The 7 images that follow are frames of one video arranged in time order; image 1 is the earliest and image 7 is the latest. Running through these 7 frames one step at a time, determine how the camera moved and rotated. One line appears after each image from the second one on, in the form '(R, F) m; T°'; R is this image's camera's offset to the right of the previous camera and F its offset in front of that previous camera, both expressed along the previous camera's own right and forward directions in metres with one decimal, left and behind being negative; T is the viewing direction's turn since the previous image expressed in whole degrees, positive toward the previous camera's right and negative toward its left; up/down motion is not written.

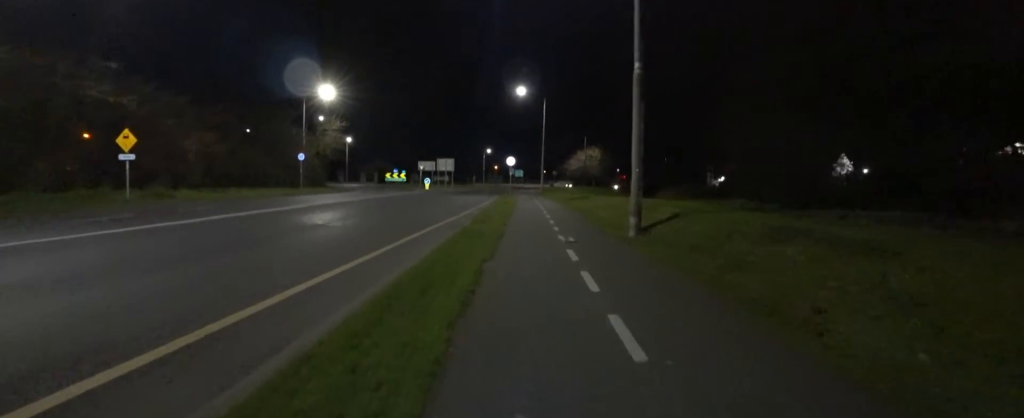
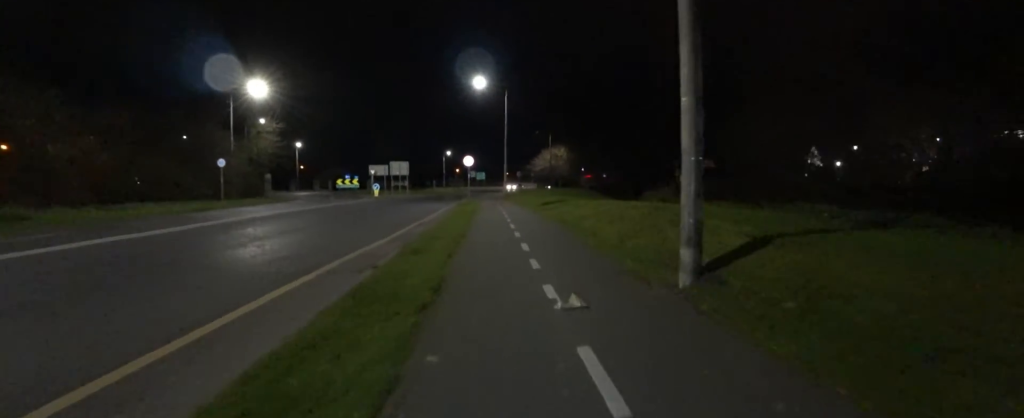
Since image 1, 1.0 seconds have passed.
(0.0, +4.0) m; -1°
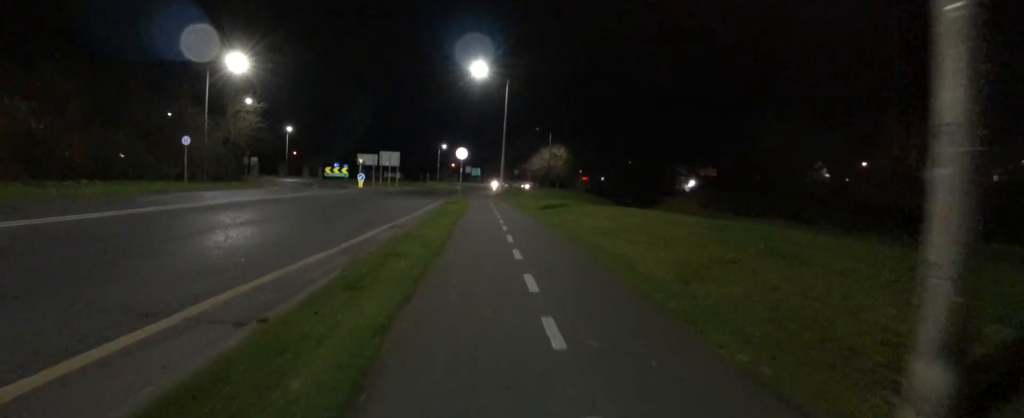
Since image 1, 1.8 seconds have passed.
(0.0, +2.6) m; 0°
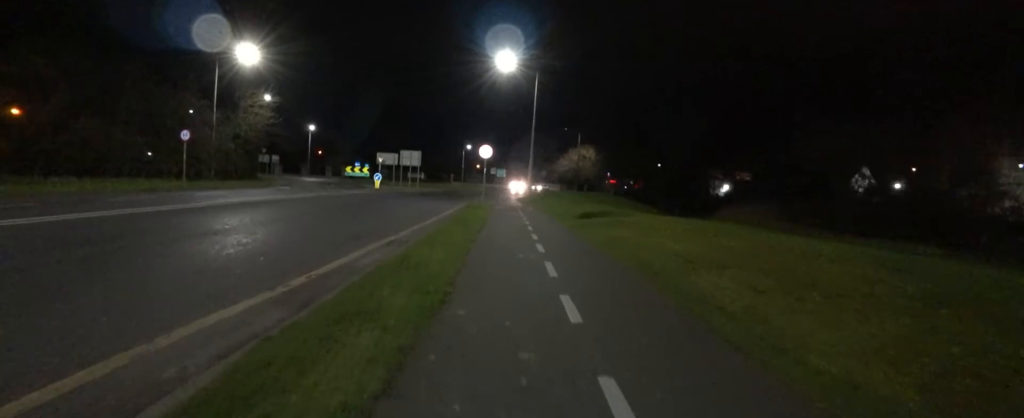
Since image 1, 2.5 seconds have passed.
(0.0, +2.5) m; 0°
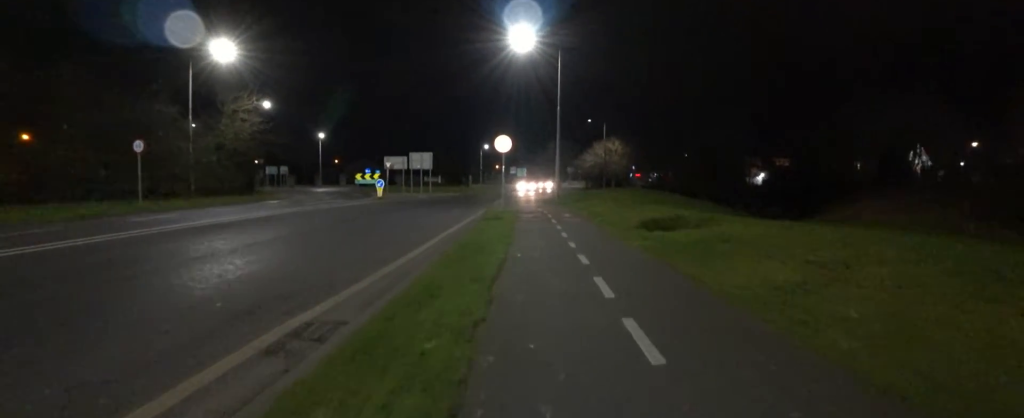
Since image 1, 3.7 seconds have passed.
(0.0, +4.4) m; 0°
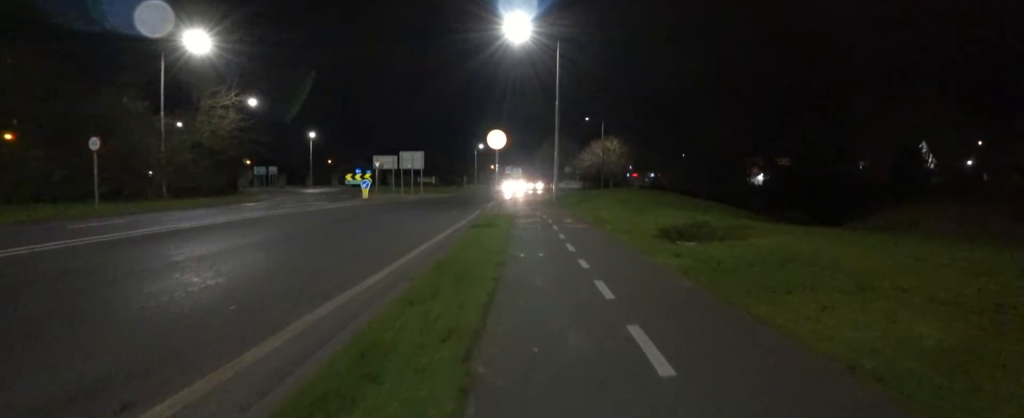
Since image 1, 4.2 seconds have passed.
(0.0, +1.7) m; 0°
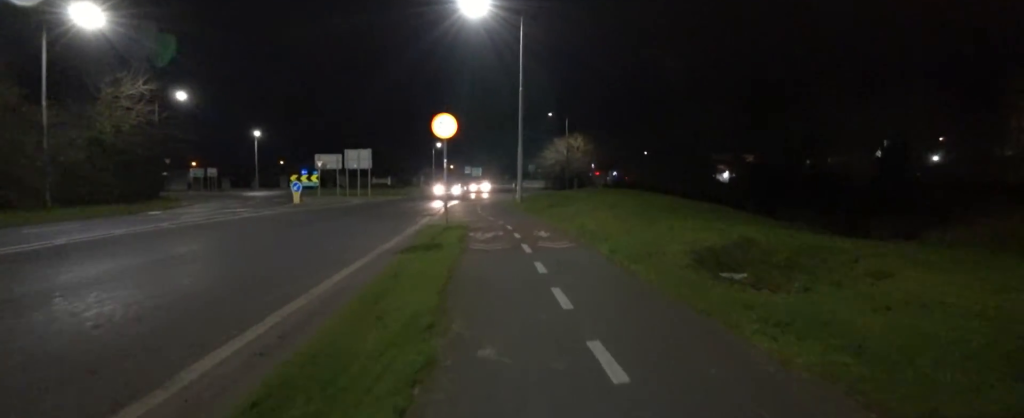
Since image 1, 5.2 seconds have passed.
(0.0, +3.1) m; 0°
